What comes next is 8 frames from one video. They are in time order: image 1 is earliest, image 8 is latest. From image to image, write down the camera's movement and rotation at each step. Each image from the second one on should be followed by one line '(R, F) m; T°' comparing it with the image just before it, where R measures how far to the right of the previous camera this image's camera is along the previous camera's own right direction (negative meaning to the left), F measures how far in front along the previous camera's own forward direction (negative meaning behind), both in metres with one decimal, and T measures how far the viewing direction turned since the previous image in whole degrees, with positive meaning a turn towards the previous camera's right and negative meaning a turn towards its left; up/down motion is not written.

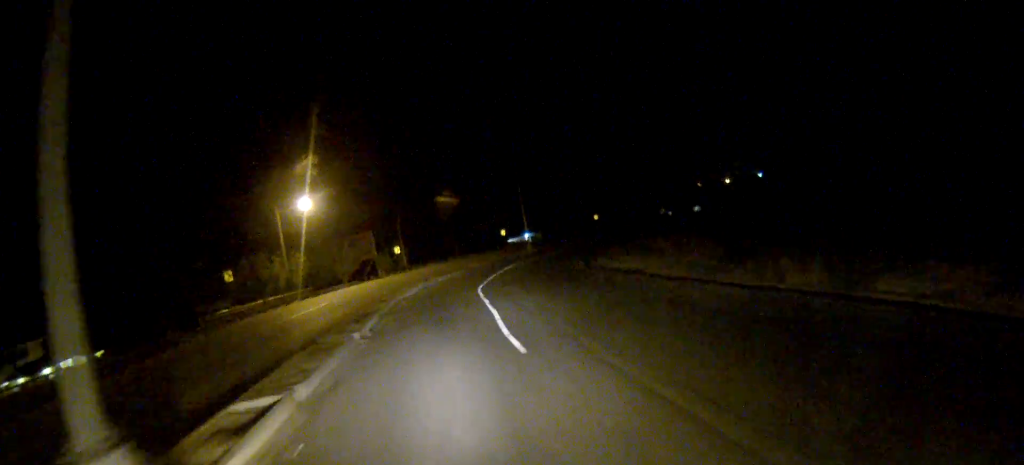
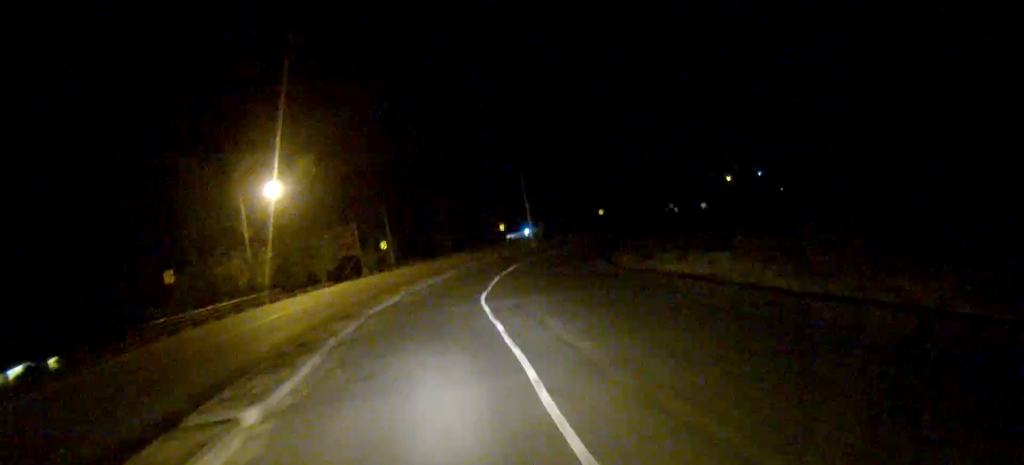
(+0.1, +9.6) m; +2°
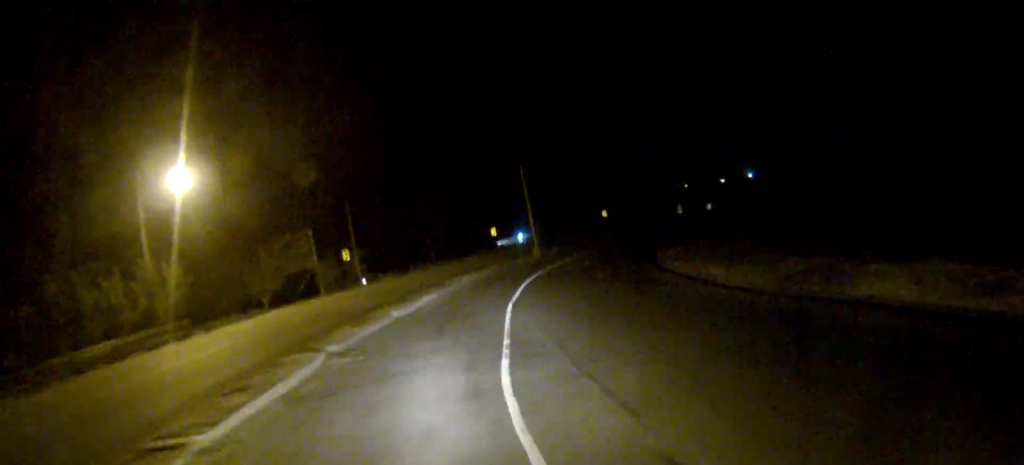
(+0.5, +15.8) m; +4°
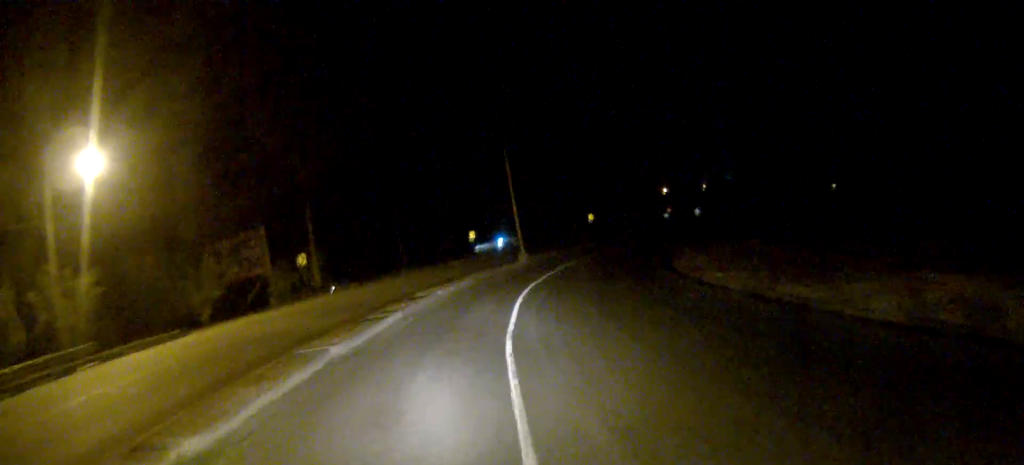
(+0.1, +7.9) m; +3°
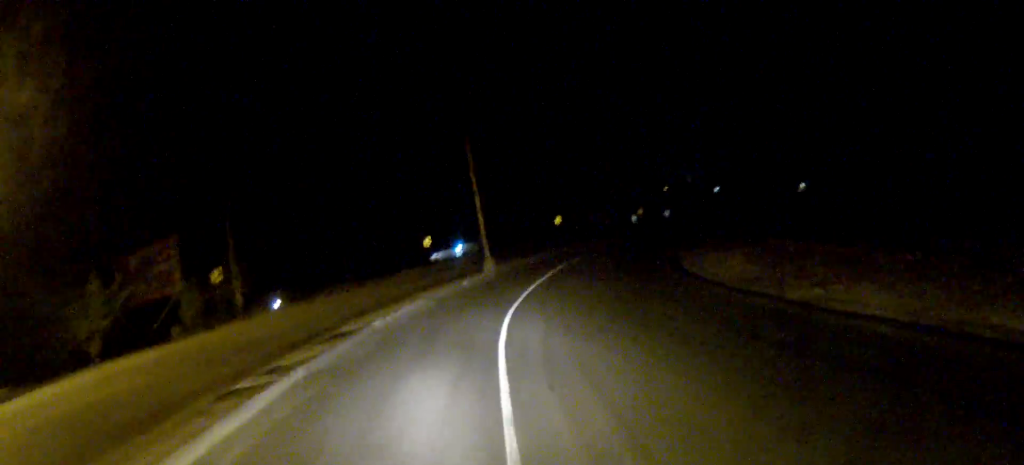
(+0.3, +9.6) m; +4°
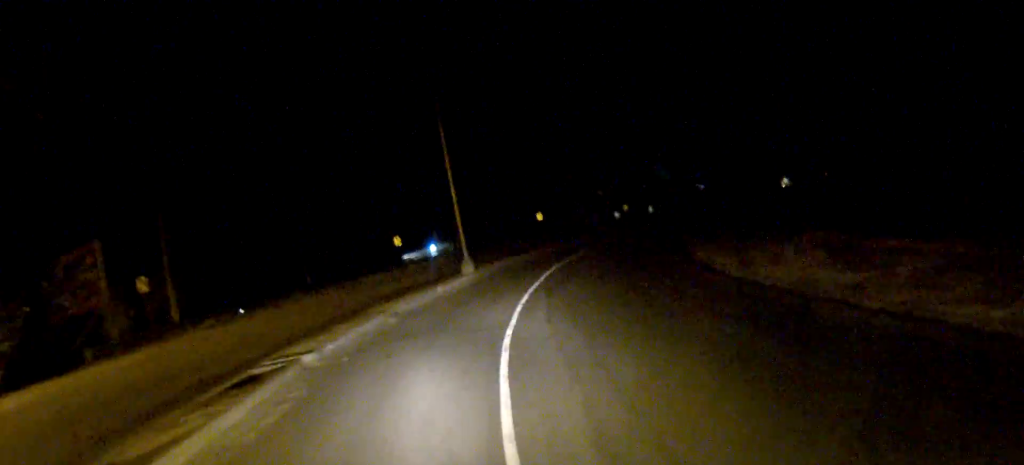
(0.0, +6.8) m; +3°
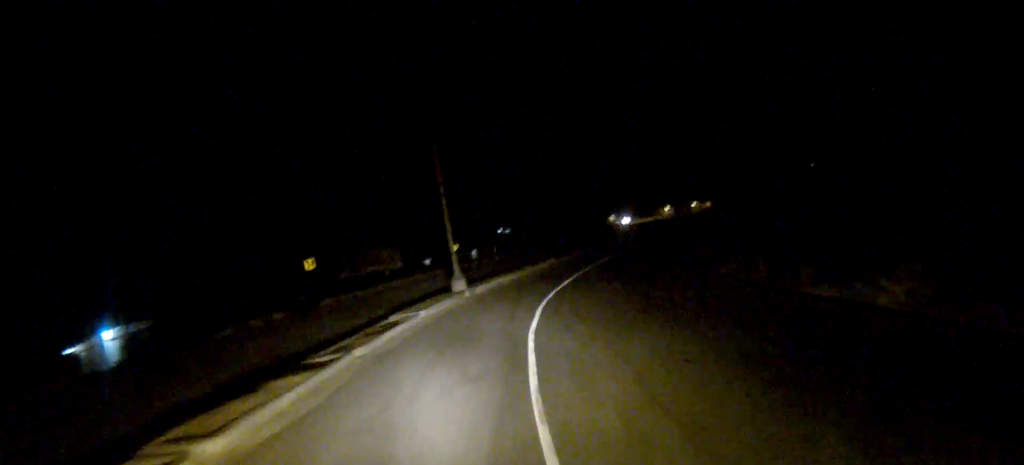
(+6.4, +41.4) m; +17°
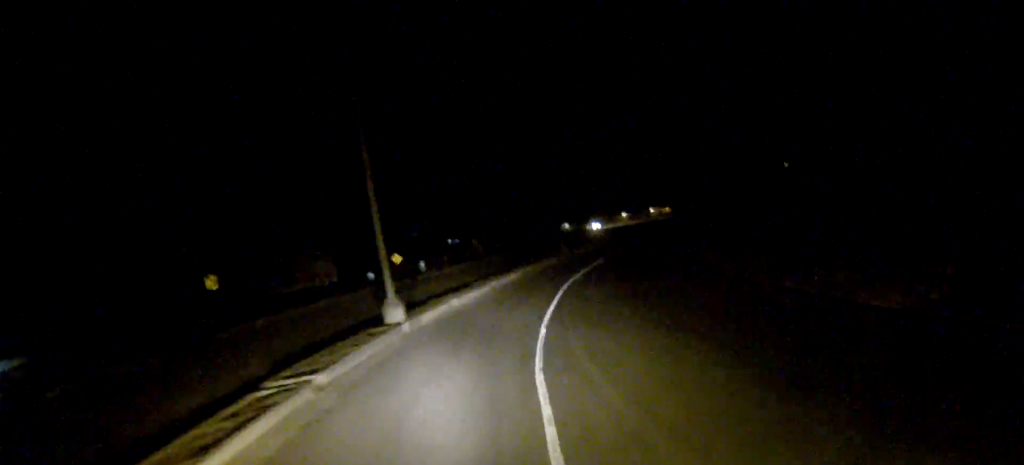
(+0.3, +10.2) m; +4°
